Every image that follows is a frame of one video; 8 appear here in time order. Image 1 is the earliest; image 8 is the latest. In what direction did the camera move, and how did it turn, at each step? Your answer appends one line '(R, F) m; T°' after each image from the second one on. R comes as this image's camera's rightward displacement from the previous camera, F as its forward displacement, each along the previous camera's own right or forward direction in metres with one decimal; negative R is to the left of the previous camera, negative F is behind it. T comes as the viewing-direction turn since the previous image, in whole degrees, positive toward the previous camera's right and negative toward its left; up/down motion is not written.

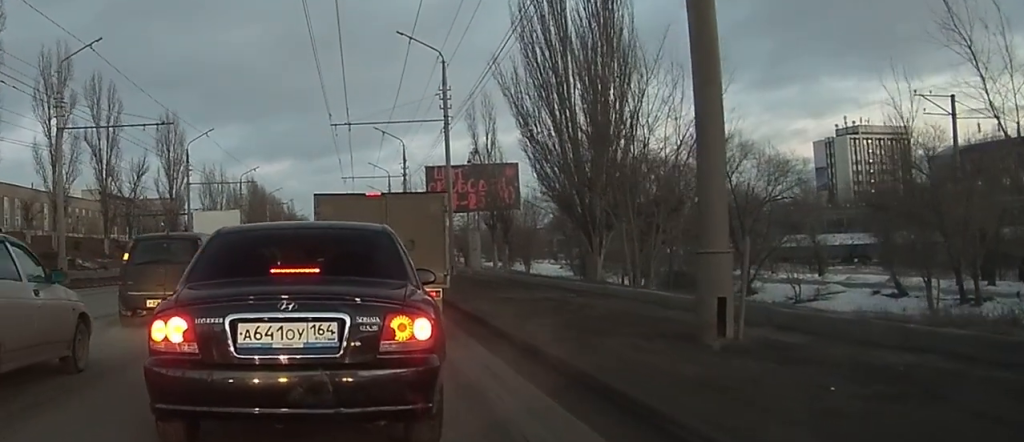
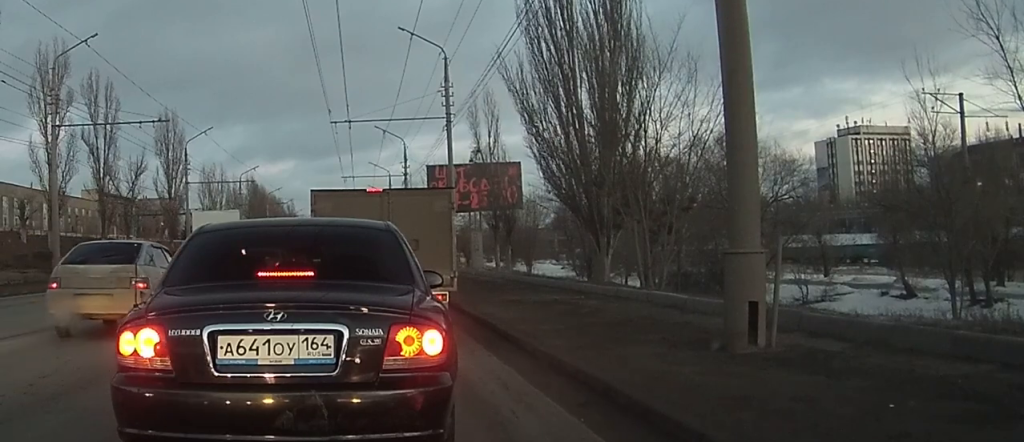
(+0.6, +0.7) m; 0°
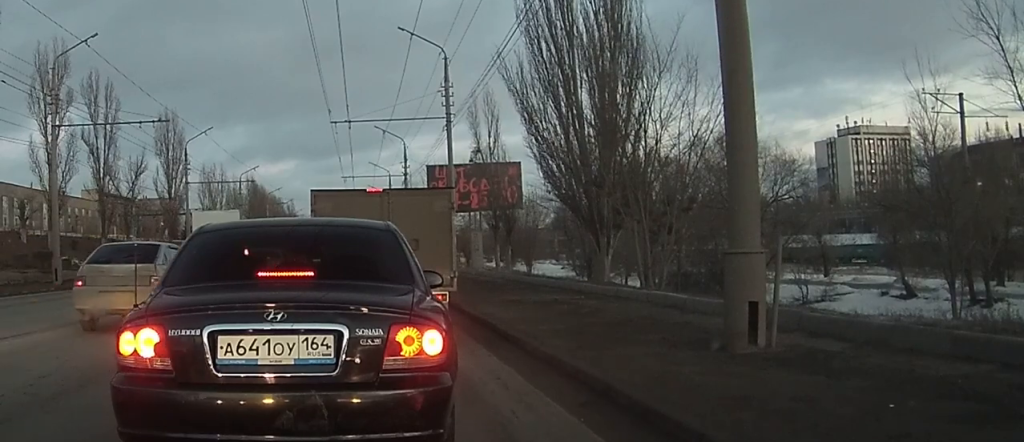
(0.0, -0.1) m; 0°
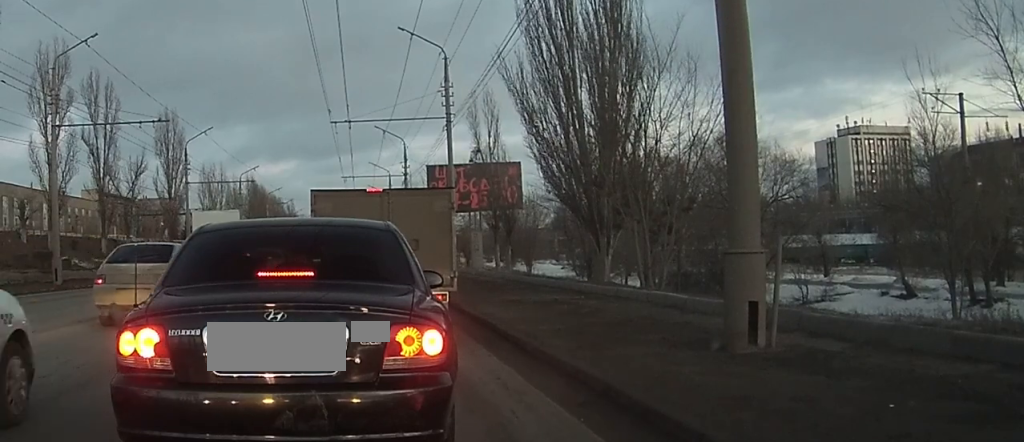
(-0.1, -0.1) m; 0°
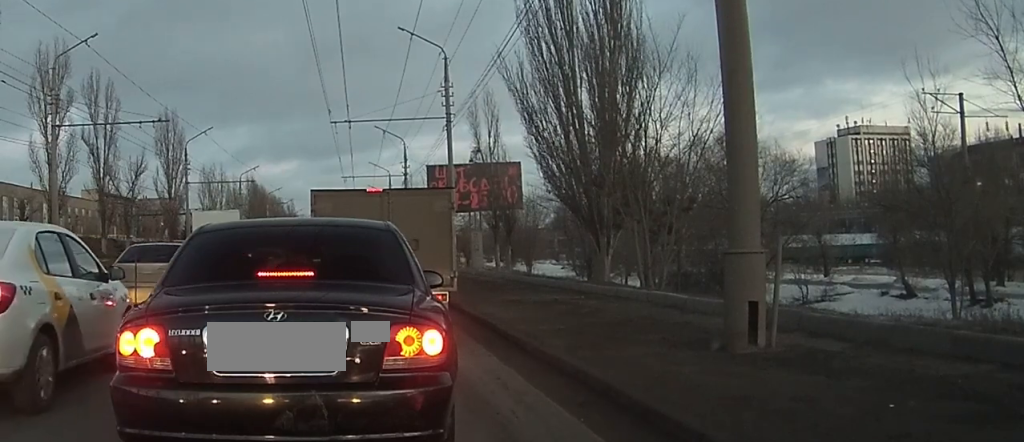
(-0.1, -0.2) m; 0°
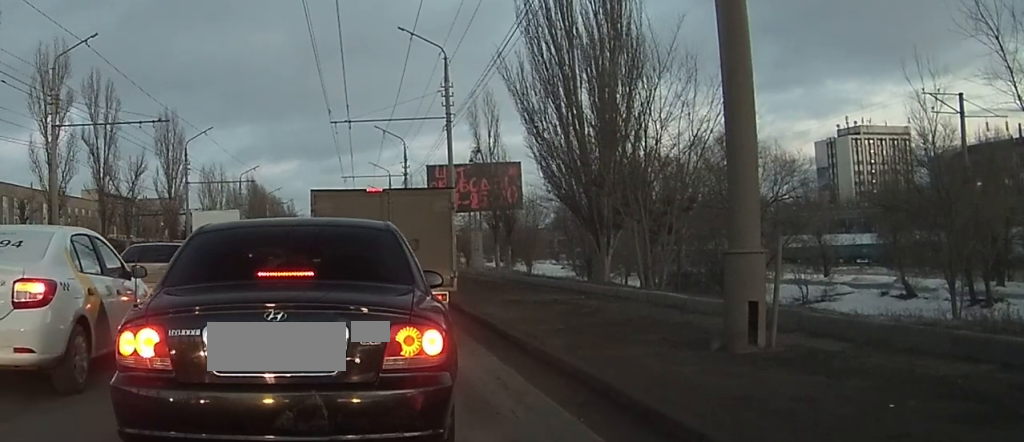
(-0.1, -0.1) m; 0°
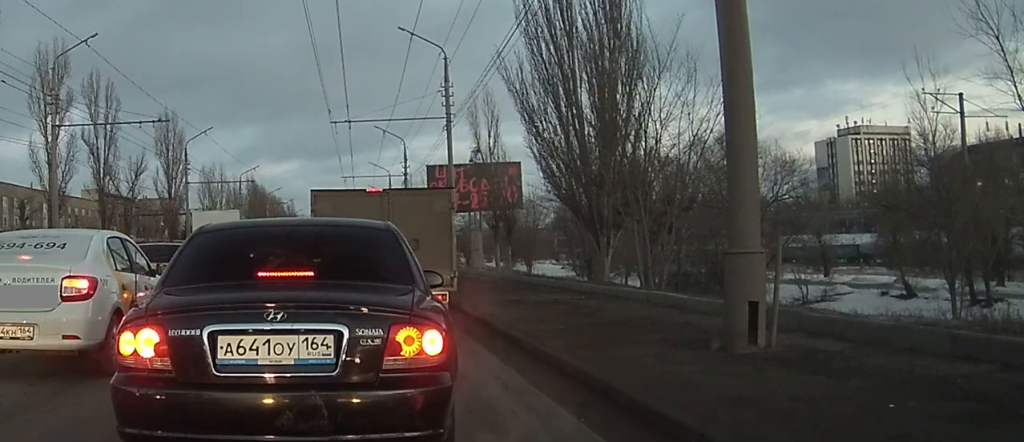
(-0.1, -0.2) m; 0°
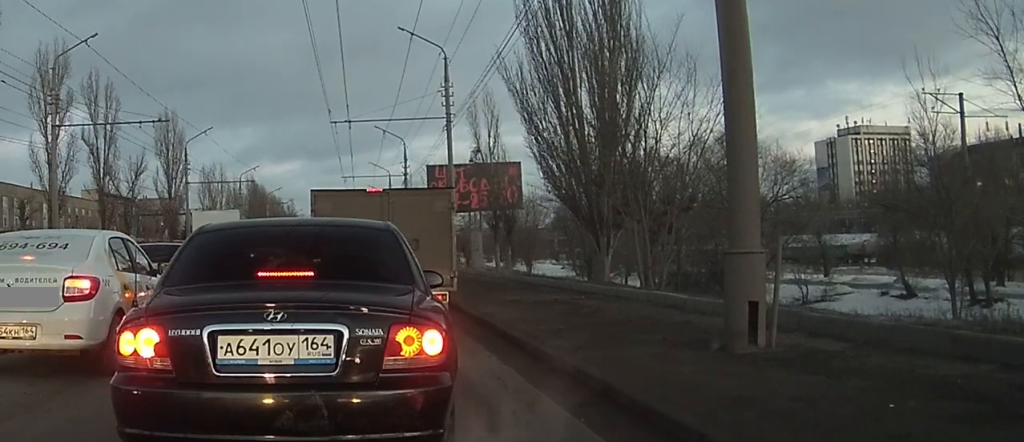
(-0.1, -0.1) m; 0°
